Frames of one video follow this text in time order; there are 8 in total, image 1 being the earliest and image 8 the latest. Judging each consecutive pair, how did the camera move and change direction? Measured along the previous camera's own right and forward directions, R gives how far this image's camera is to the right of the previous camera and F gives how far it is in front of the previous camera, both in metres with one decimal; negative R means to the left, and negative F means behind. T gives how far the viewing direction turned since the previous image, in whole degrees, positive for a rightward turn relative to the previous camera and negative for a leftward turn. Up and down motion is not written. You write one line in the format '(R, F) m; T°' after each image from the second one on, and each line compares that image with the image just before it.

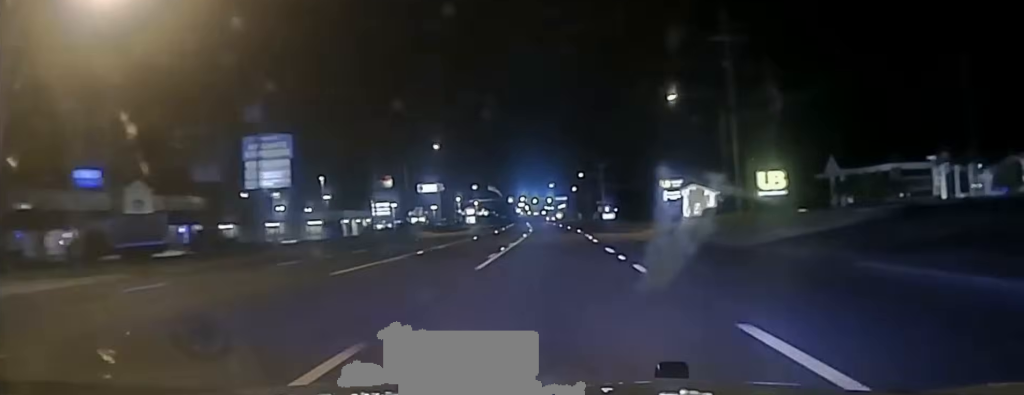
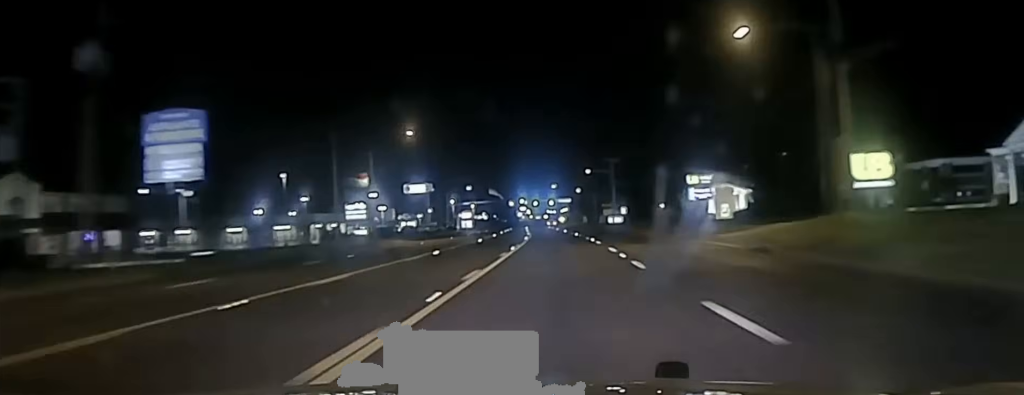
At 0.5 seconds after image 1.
(0.0, +19.2) m; 0°
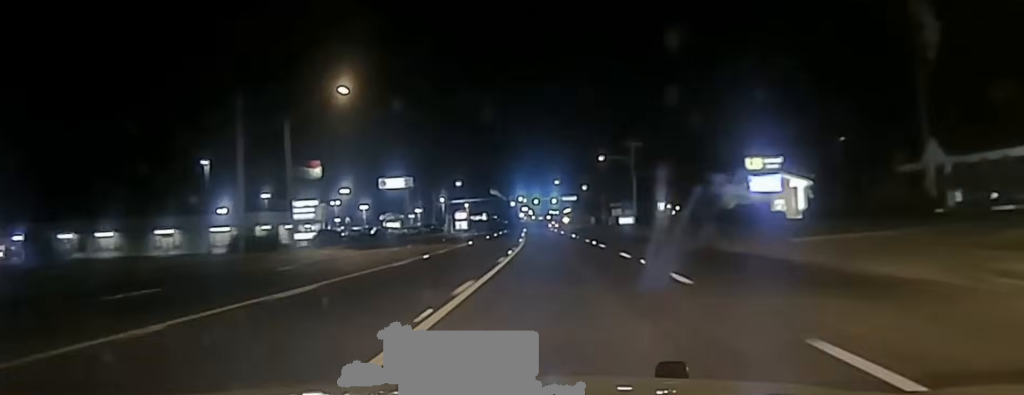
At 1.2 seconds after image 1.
(0.0, +28.1) m; 0°
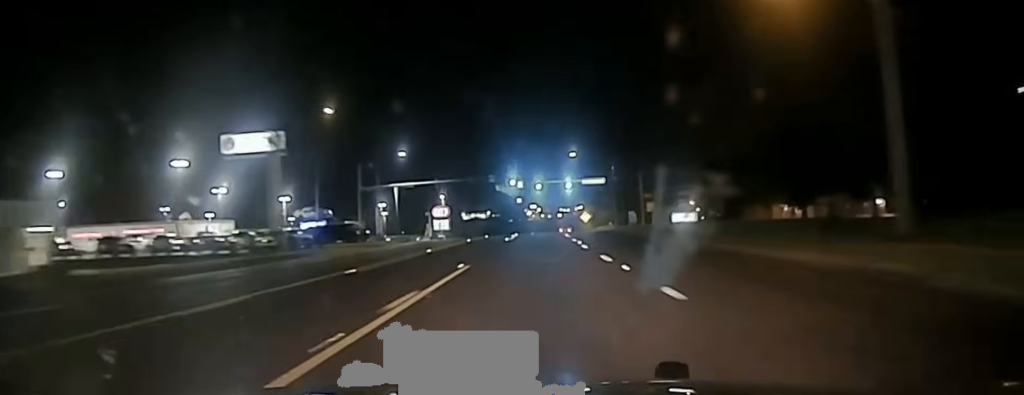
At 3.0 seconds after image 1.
(-0.8, +79.9) m; -1°
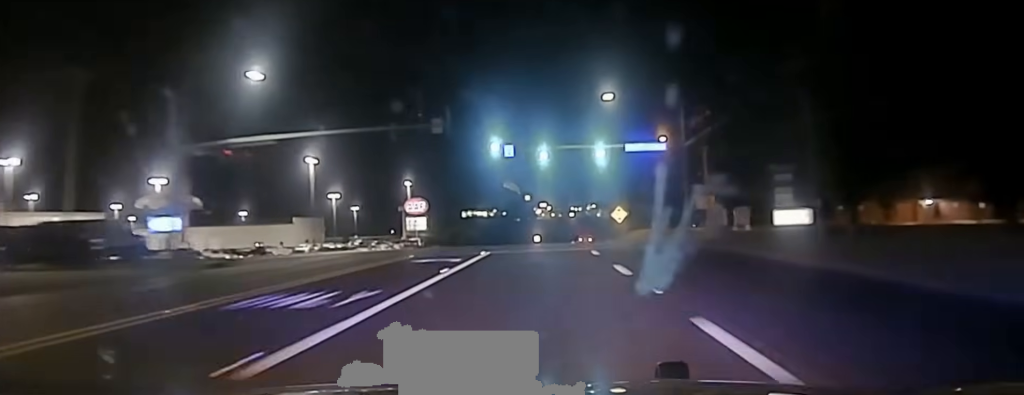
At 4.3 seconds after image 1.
(-0.2, +59.9) m; 0°
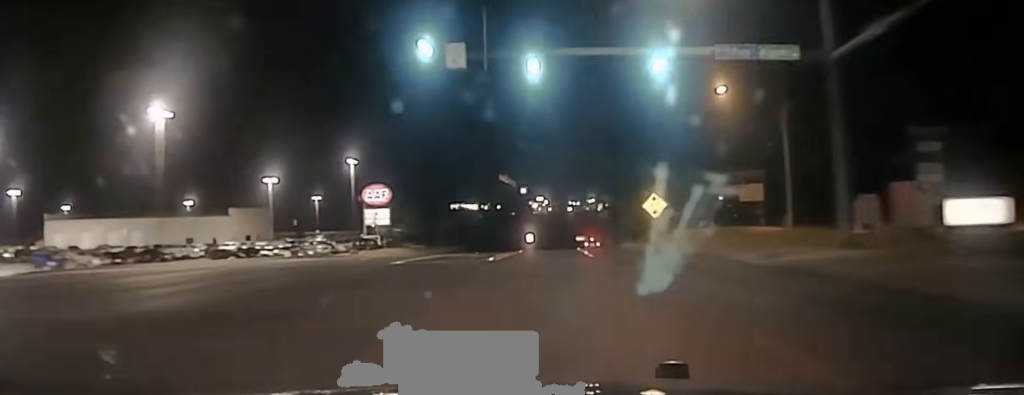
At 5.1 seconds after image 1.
(-0.1, +33.6) m; 0°
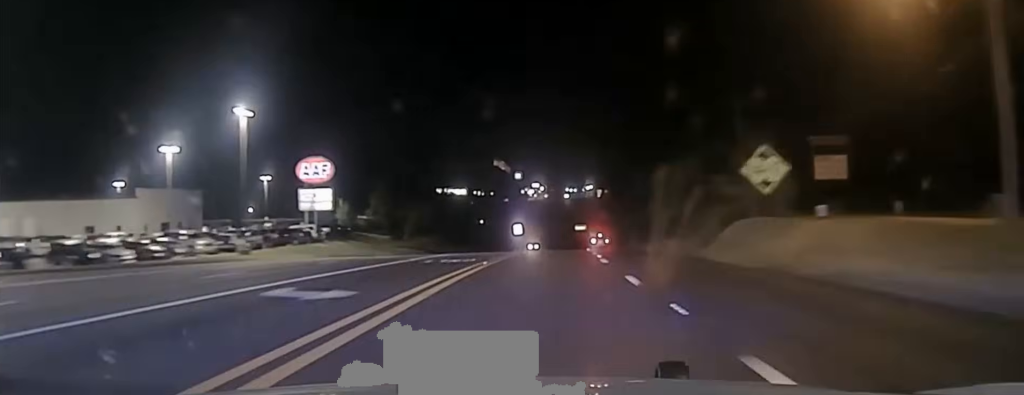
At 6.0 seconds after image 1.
(0.0, +30.9) m; 0°
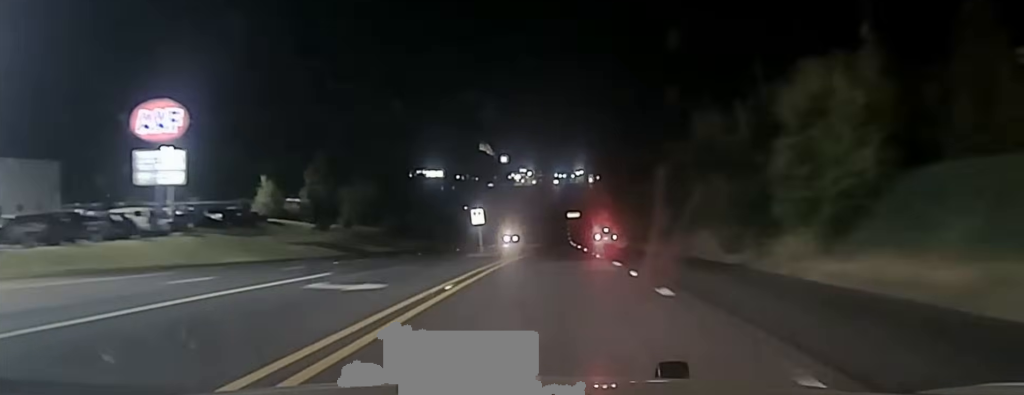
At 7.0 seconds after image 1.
(+0.2, +32.4) m; 0°
